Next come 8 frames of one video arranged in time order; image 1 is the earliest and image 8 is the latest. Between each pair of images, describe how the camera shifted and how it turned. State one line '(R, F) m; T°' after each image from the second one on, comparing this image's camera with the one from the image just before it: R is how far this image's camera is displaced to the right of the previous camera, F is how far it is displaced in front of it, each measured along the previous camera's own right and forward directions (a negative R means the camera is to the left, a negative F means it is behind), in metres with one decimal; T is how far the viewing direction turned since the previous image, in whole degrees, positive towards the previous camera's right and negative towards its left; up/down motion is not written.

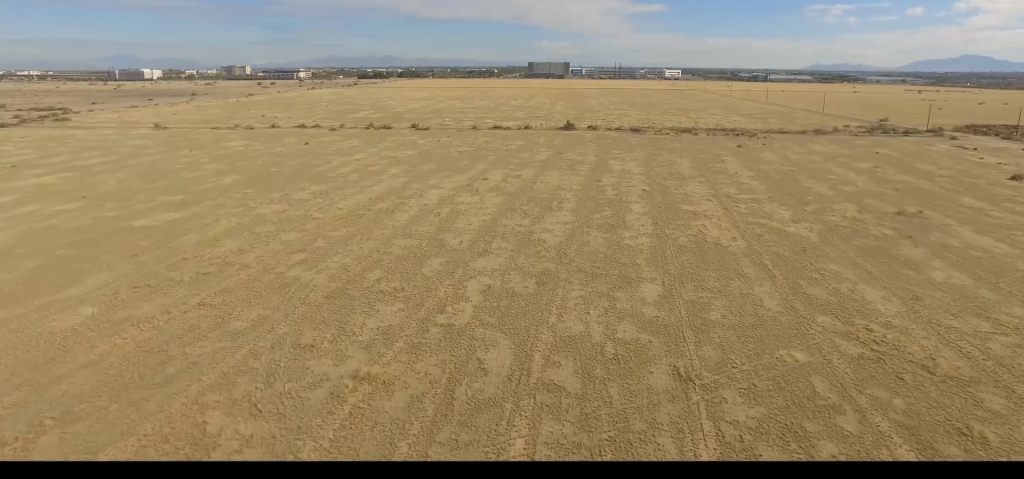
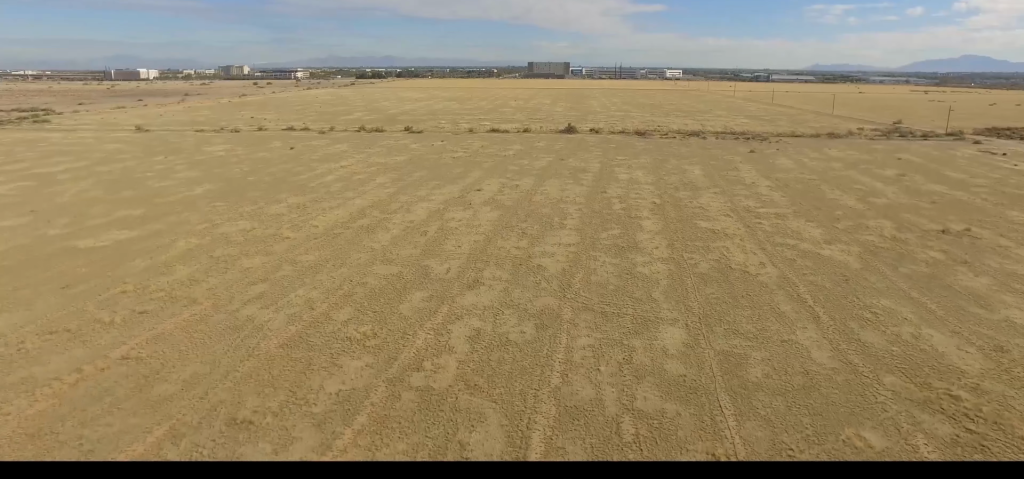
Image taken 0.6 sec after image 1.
(0.0, +7.7) m; 0°
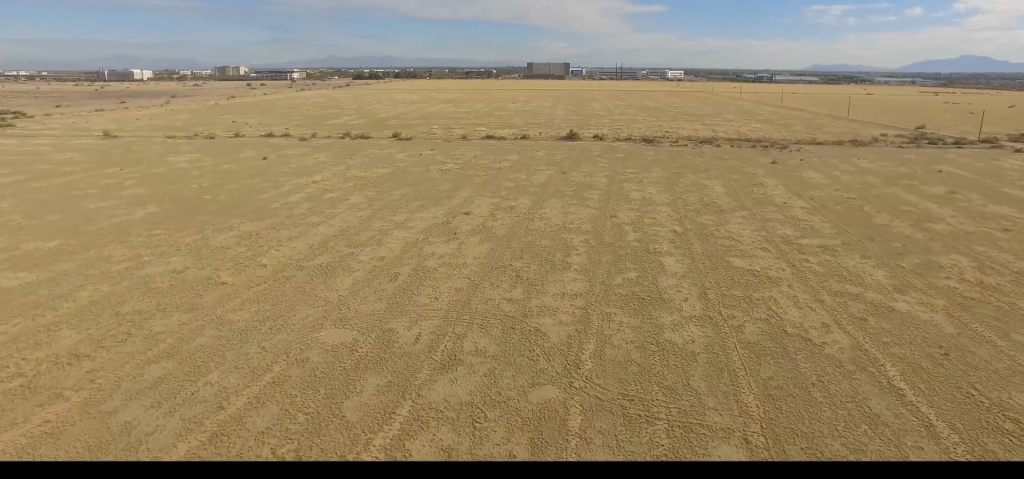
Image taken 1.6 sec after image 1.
(0.0, +12.8) m; -1°
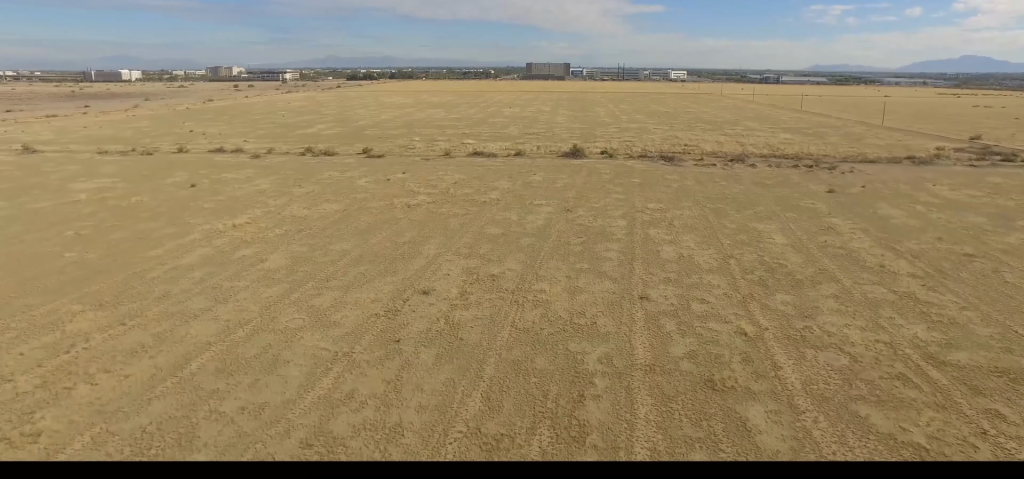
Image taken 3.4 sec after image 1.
(-0.7, +23.6) m; -4°
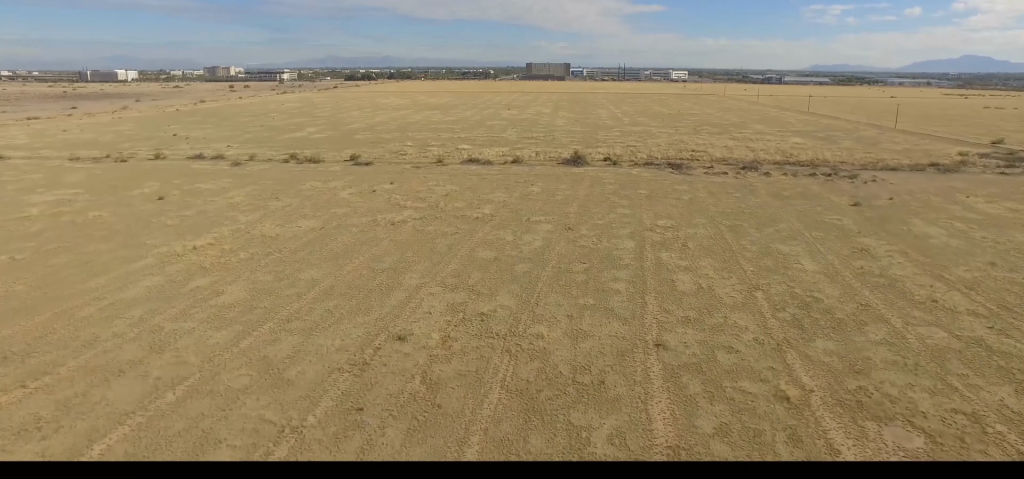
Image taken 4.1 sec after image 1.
(-0.2, +8.2) m; -1°
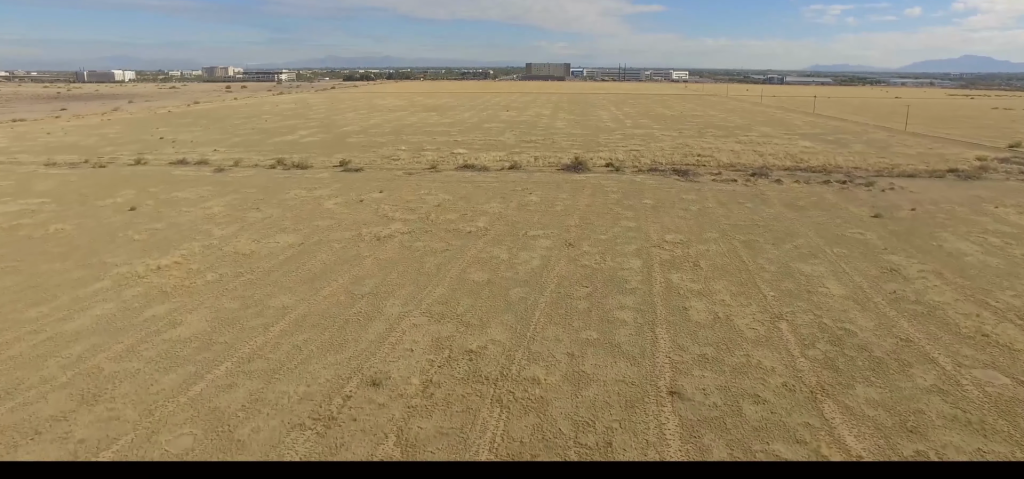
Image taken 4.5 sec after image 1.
(0.0, +5.6) m; -1°
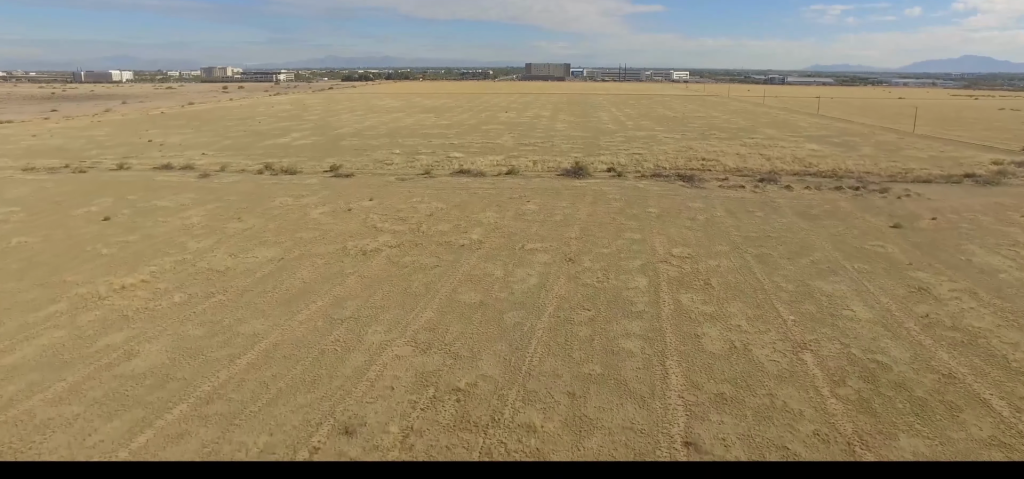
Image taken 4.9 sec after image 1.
(-0.1, +5.1) m; 0°
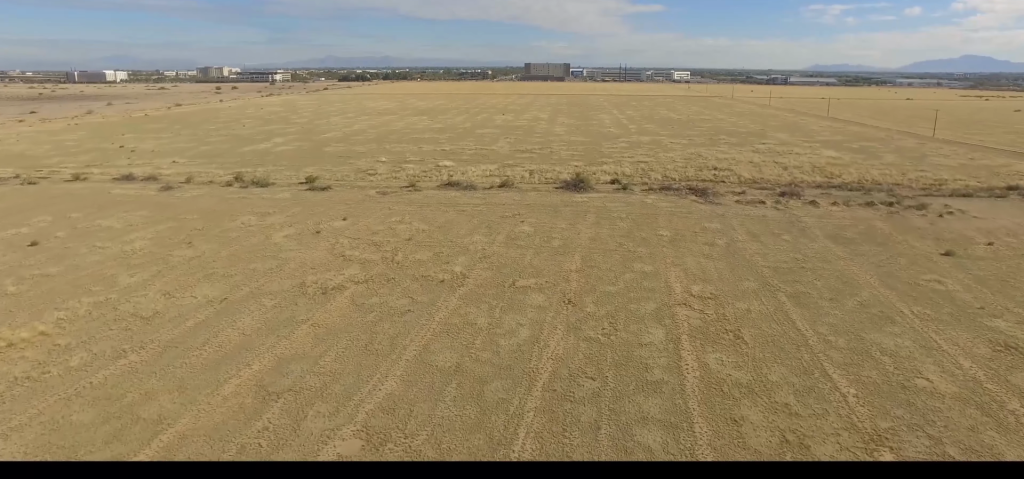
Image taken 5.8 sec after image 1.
(0.0, +10.7) m; +1°
